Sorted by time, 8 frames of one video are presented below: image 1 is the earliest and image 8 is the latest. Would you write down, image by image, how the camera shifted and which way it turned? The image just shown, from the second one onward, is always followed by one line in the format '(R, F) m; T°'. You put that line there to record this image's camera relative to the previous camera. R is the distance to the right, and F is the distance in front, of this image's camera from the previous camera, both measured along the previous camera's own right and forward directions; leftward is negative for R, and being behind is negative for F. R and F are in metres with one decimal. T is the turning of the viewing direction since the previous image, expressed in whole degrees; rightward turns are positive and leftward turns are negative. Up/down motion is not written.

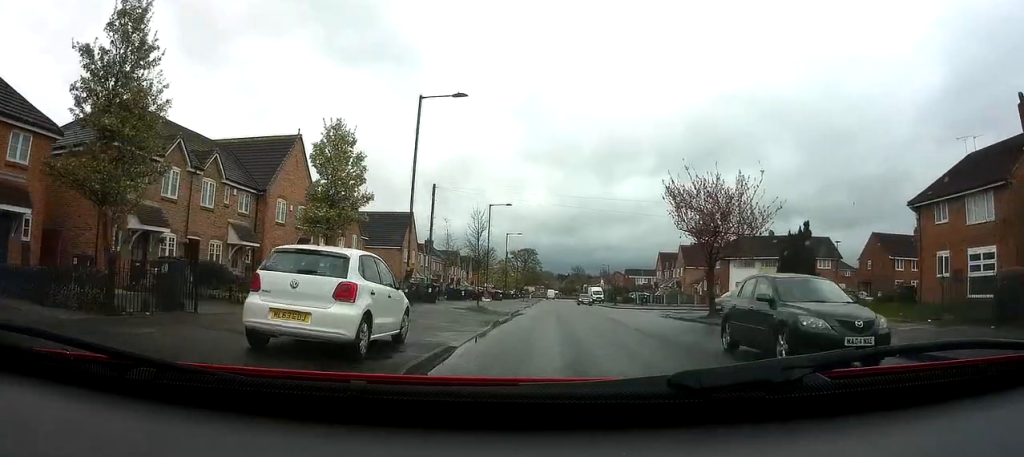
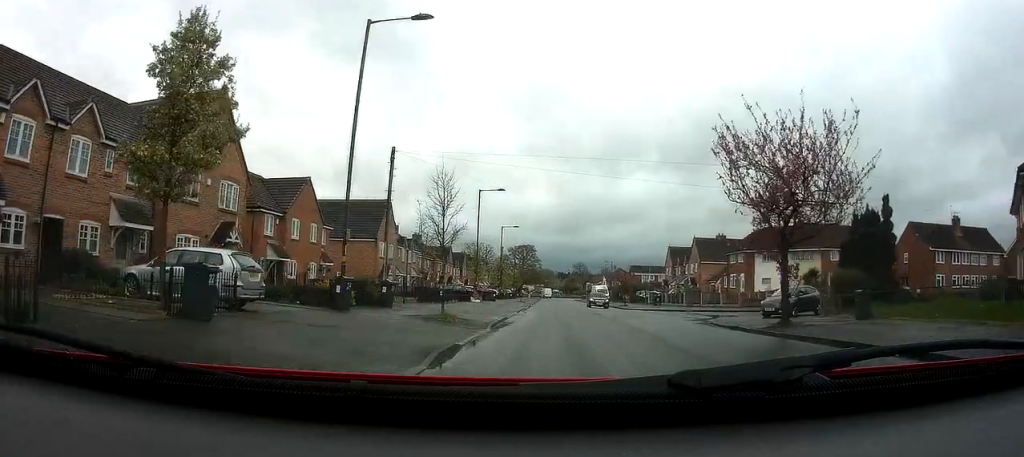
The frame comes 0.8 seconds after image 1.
(0.0, +9.0) m; 0°
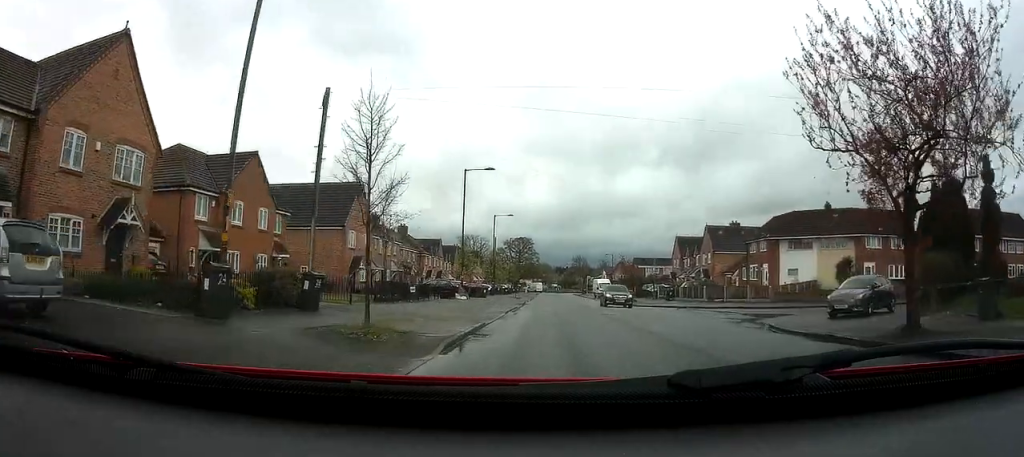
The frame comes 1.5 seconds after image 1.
(0.0, +7.4) m; 0°
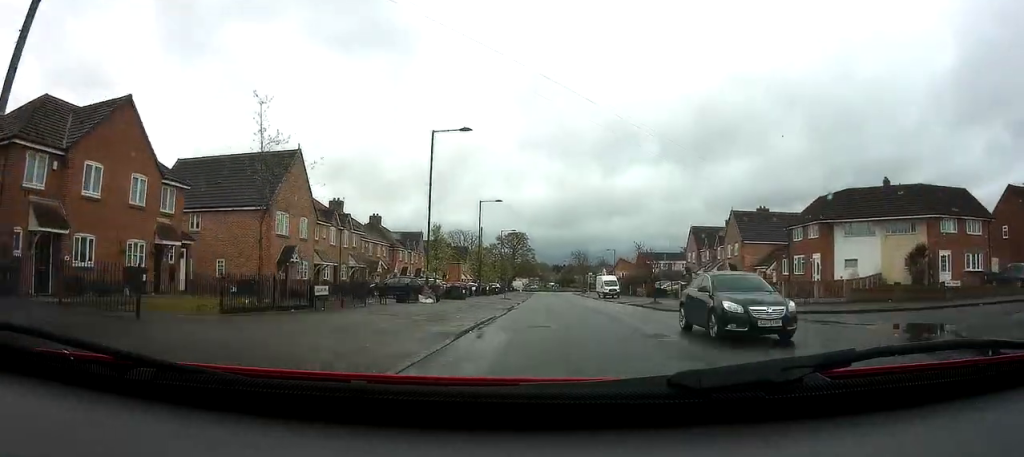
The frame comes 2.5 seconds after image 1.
(+0.1, +11.7) m; +1°
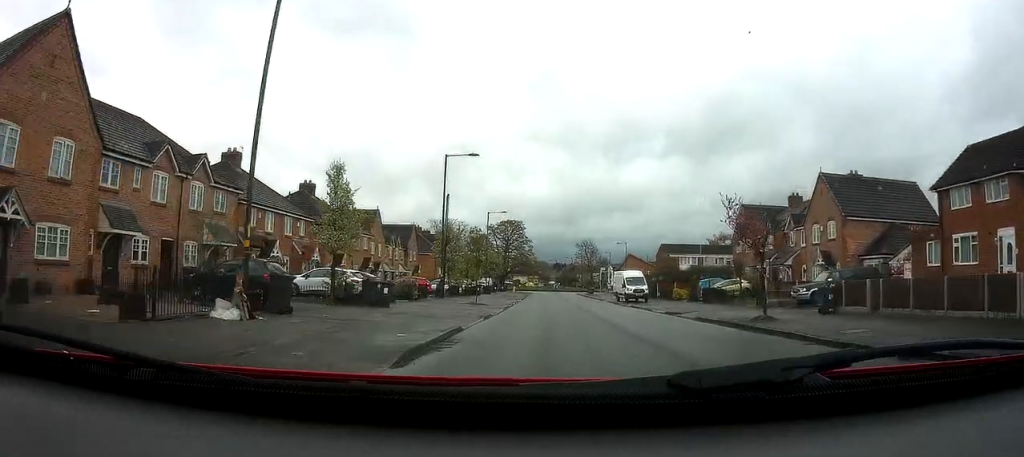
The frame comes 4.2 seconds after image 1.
(+0.2, +21.0) m; 0°
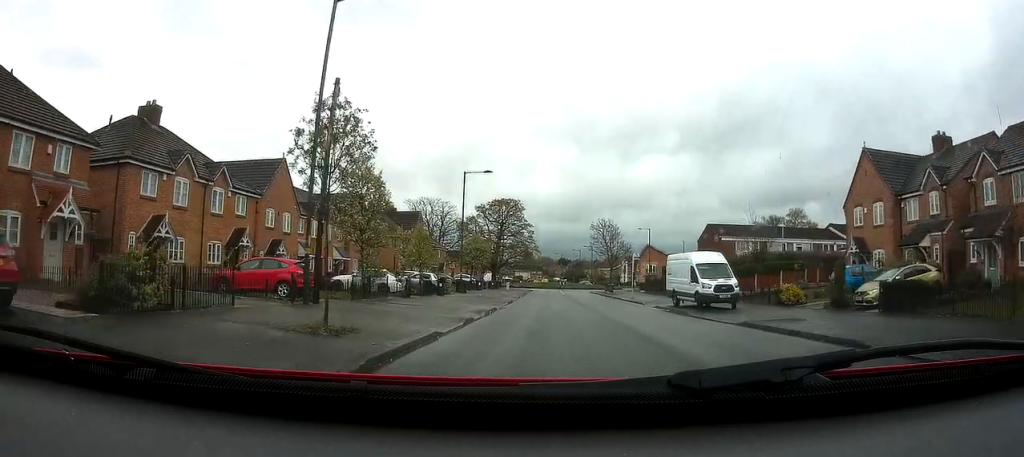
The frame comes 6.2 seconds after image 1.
(-0.1, +23.4) m; -1°
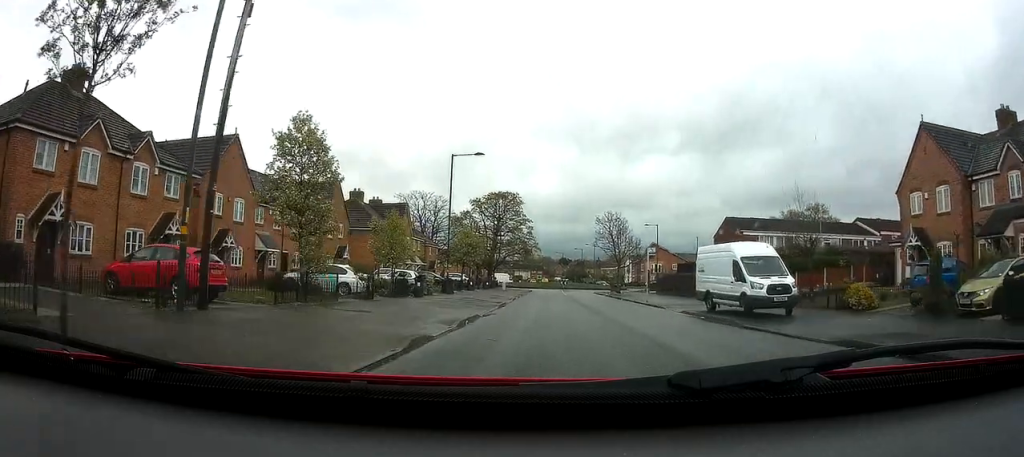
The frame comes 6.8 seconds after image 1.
(-0.1, +6.5) m; -1°
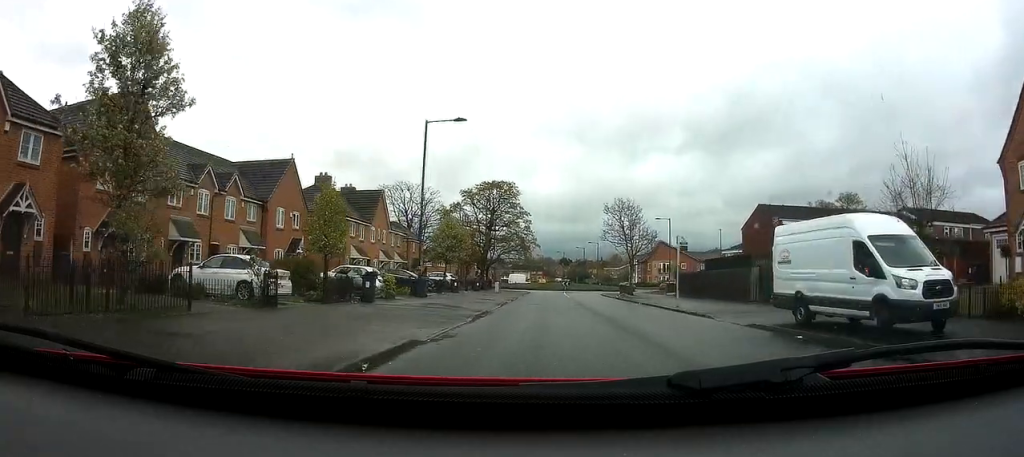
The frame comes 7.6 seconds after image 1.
(-0.2, +9.1) m; -1°
